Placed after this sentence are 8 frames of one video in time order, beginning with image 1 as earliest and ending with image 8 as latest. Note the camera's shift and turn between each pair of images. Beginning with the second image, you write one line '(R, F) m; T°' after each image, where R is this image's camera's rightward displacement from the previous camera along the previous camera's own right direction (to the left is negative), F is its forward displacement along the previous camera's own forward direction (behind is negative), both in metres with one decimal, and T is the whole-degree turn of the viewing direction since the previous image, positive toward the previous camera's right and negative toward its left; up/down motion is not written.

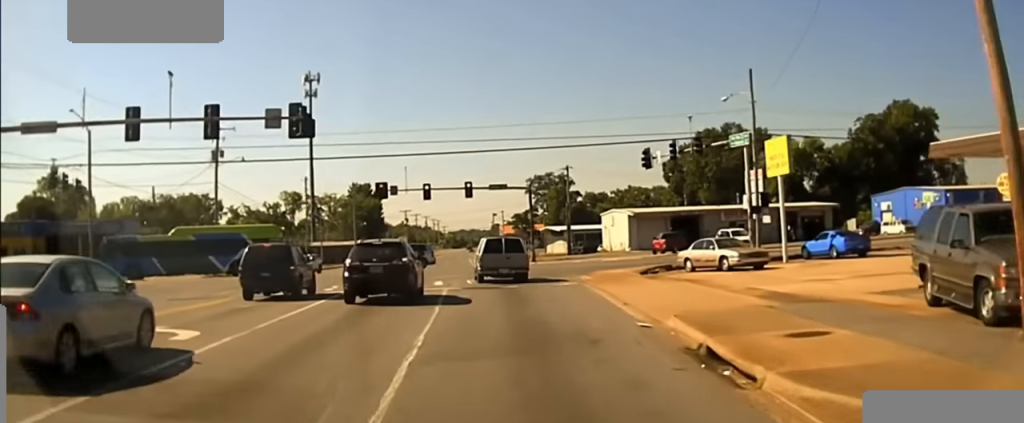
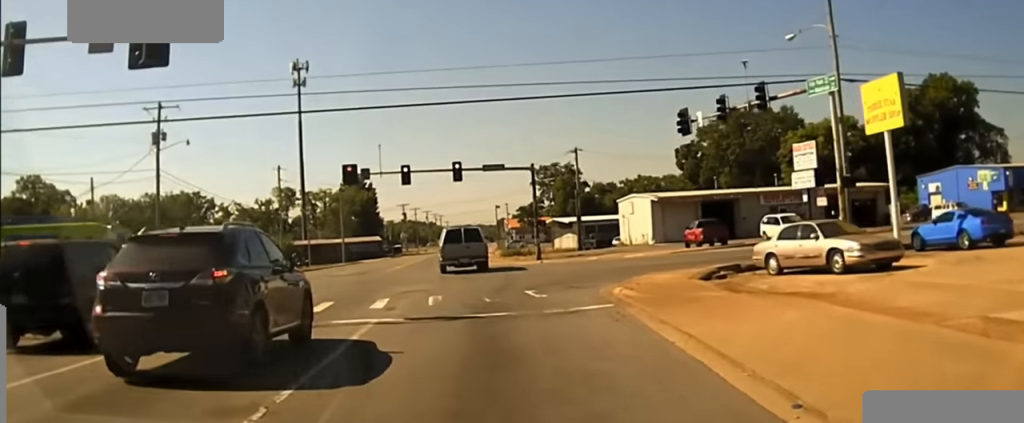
(-0.1, +15.8) m; 0°
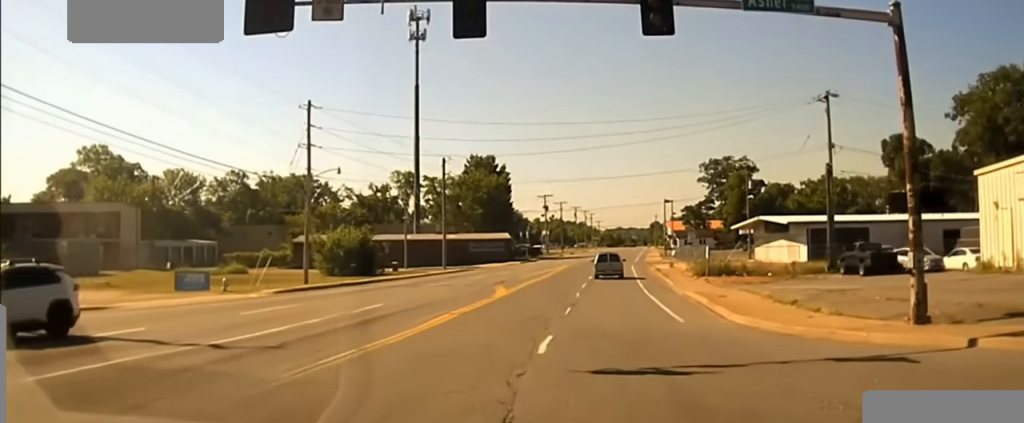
(-2.9, +53.9) m; -8°
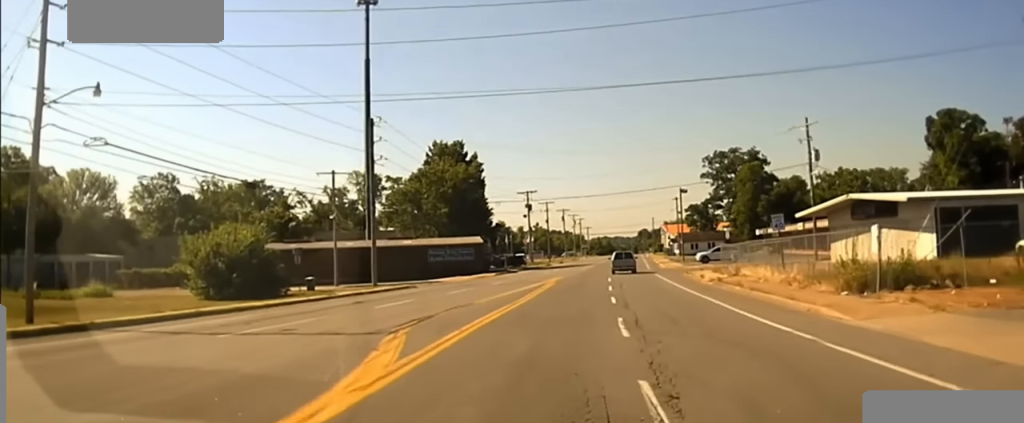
(-0.3, +23.1) m; -1°
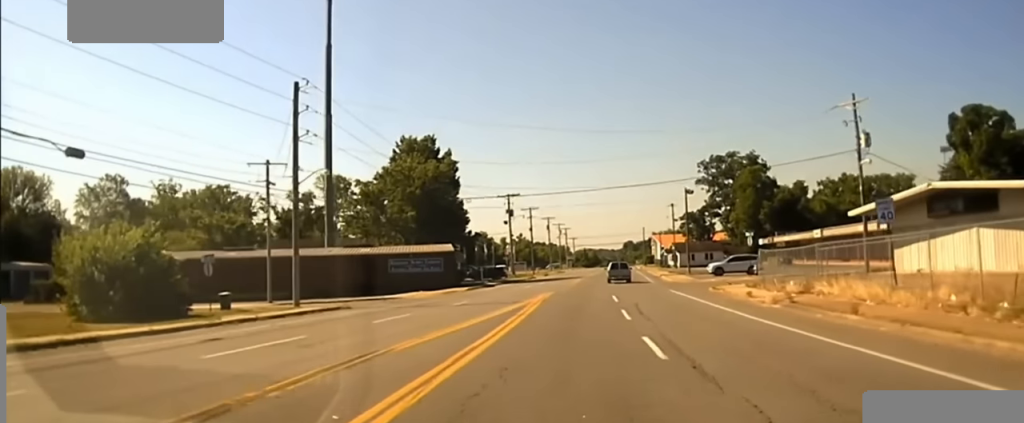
(0.0, +11.4) m; 0°
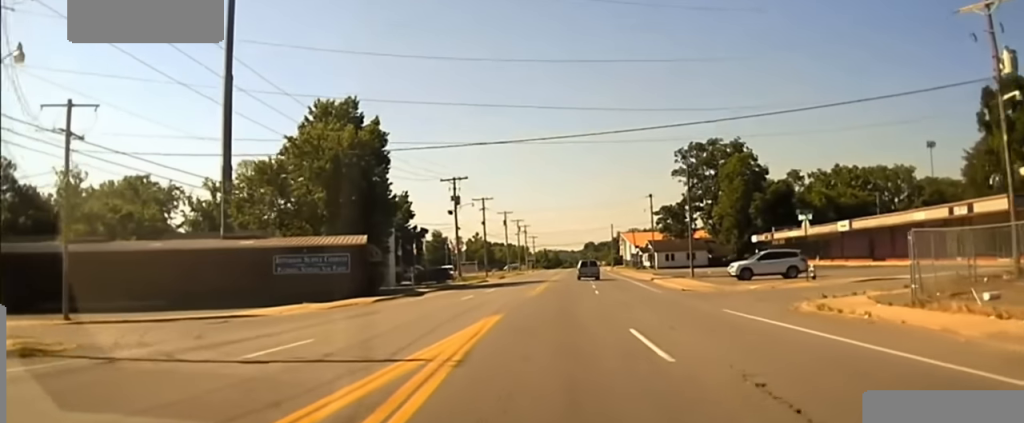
(+0.1, +18.9) m; +2°
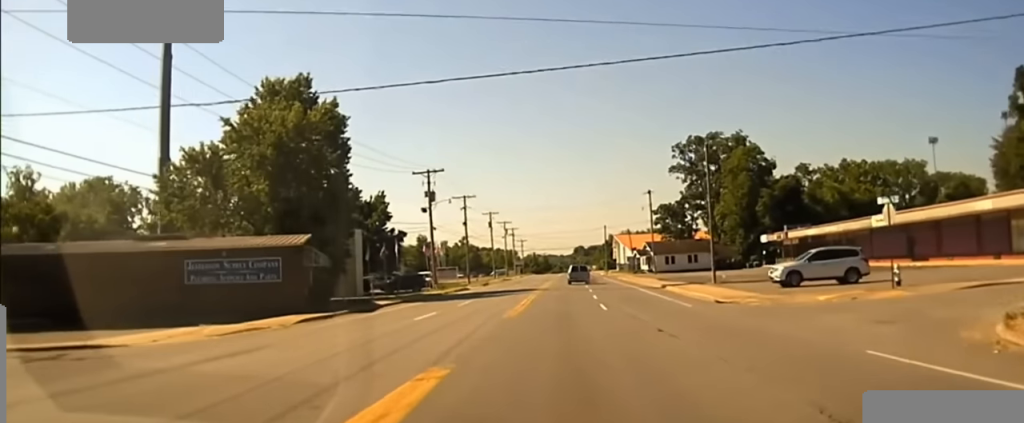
(+0.1, +11.2) m; +1°
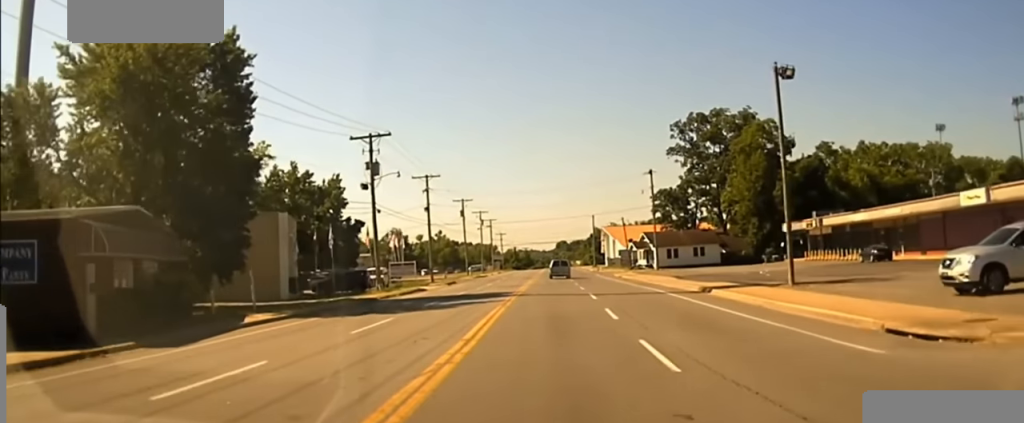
(+0.3, +19.3) m; +2°
